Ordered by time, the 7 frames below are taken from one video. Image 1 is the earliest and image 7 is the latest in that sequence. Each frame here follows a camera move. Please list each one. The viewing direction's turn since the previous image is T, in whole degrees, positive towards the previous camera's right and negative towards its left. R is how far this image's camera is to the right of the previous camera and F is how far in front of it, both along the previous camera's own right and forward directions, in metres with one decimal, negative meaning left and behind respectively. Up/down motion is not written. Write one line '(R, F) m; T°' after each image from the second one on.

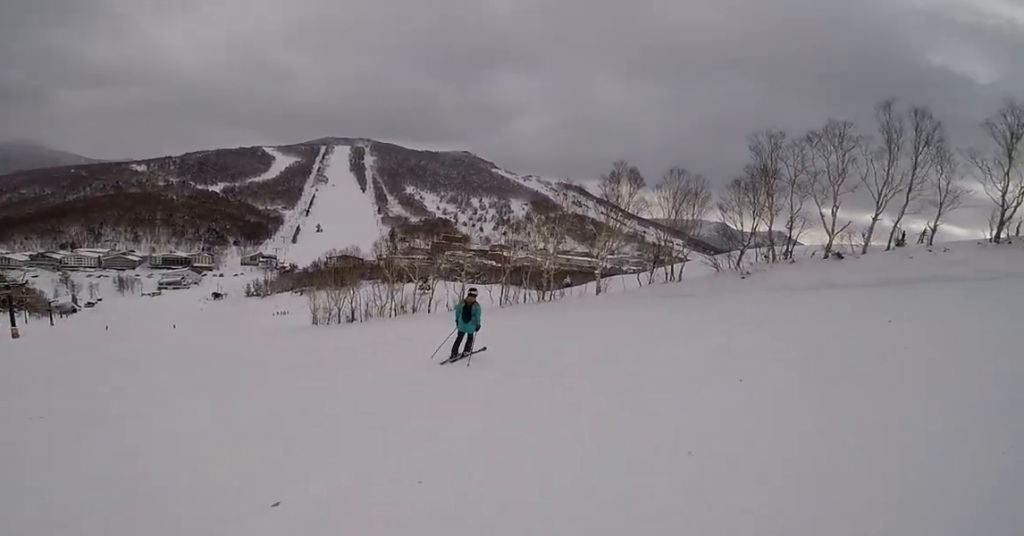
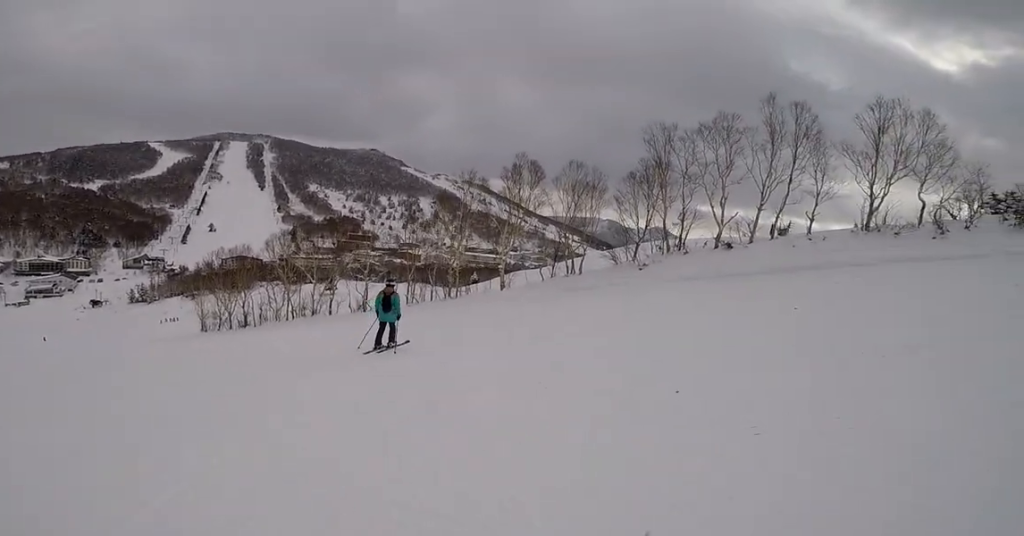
(+0.9, +1.4) m; +10°
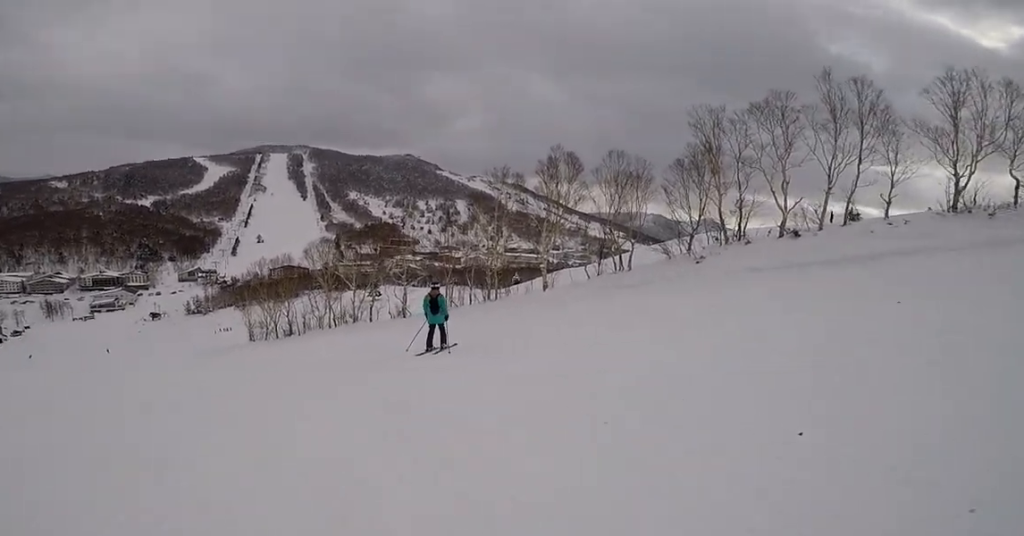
(+0.1, +1.3) m; +4°
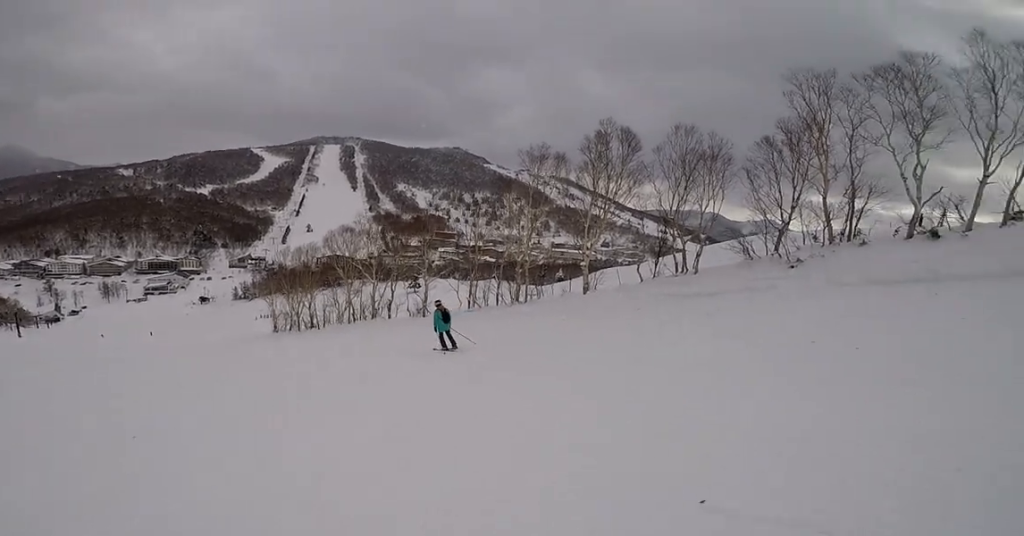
(-0.1, +5.7) m; -3°
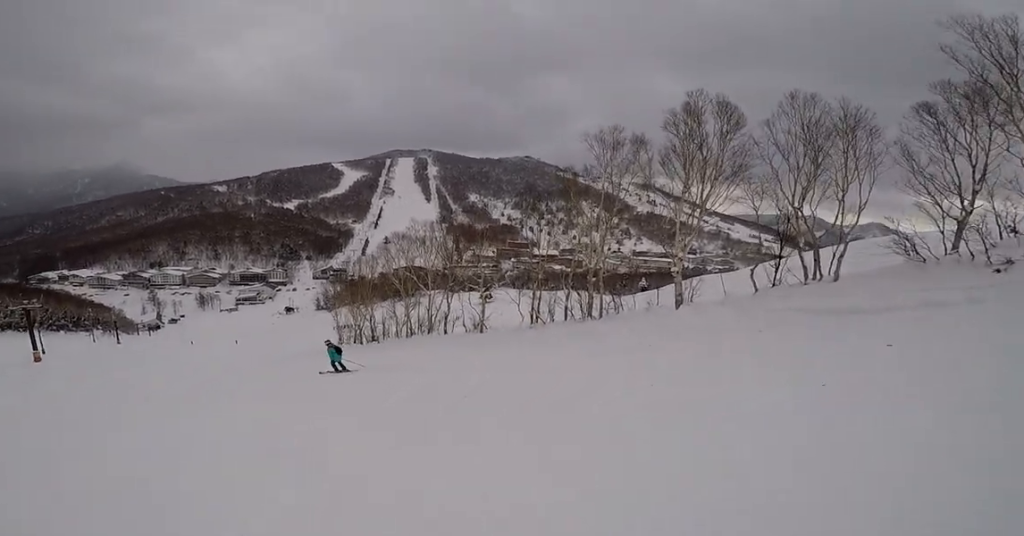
(-1.4, +5.9) m; -20°
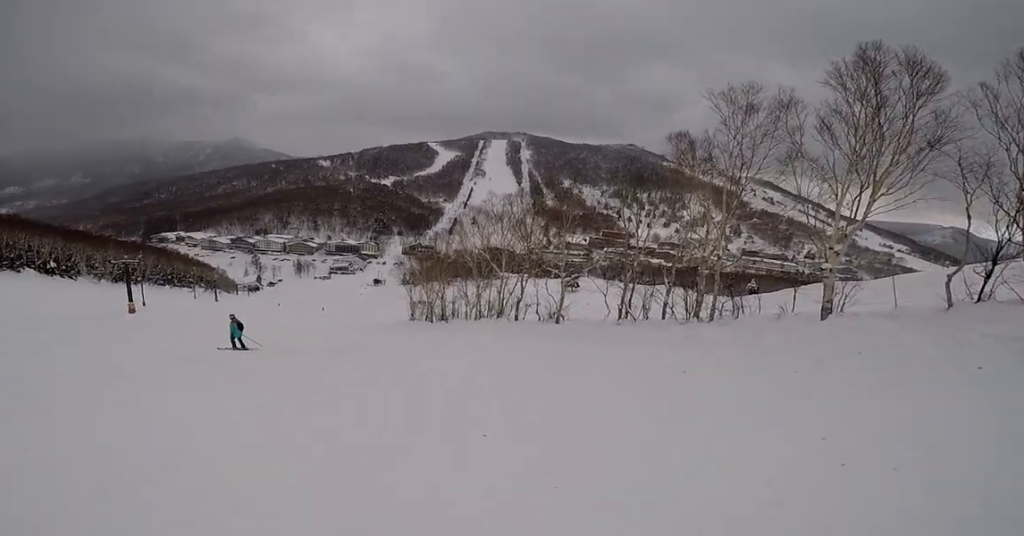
(-0.4, +4.6) m; -17°
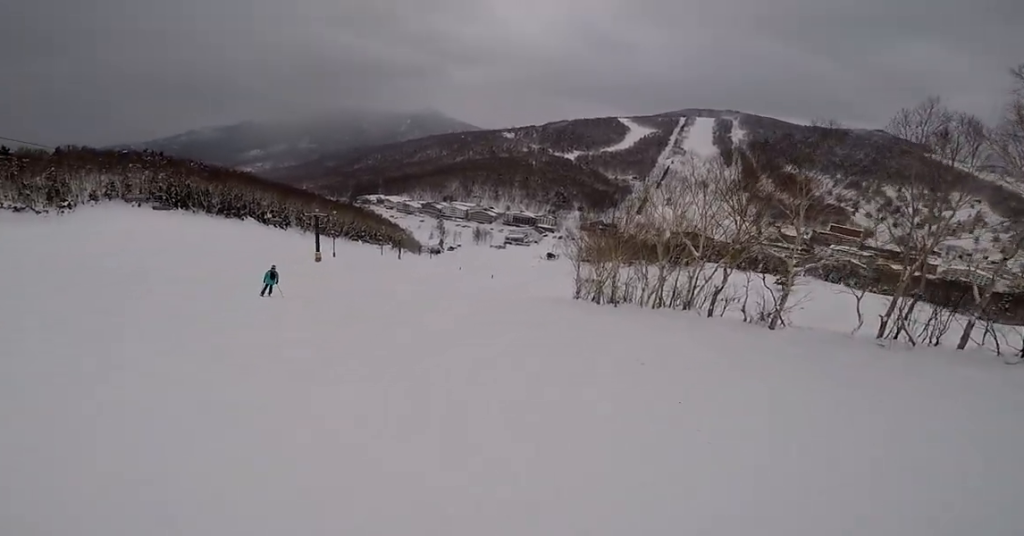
(-0.9, +4.8) m; -27°
